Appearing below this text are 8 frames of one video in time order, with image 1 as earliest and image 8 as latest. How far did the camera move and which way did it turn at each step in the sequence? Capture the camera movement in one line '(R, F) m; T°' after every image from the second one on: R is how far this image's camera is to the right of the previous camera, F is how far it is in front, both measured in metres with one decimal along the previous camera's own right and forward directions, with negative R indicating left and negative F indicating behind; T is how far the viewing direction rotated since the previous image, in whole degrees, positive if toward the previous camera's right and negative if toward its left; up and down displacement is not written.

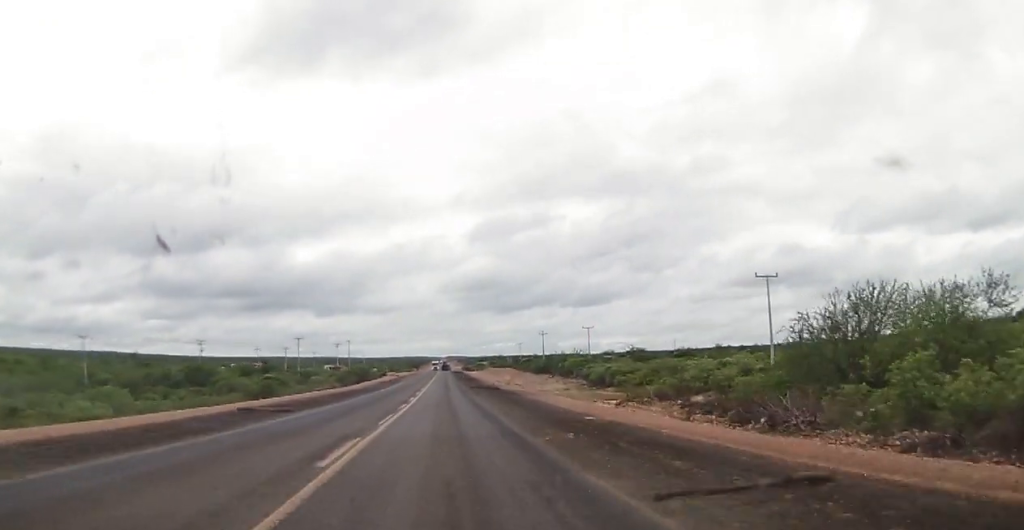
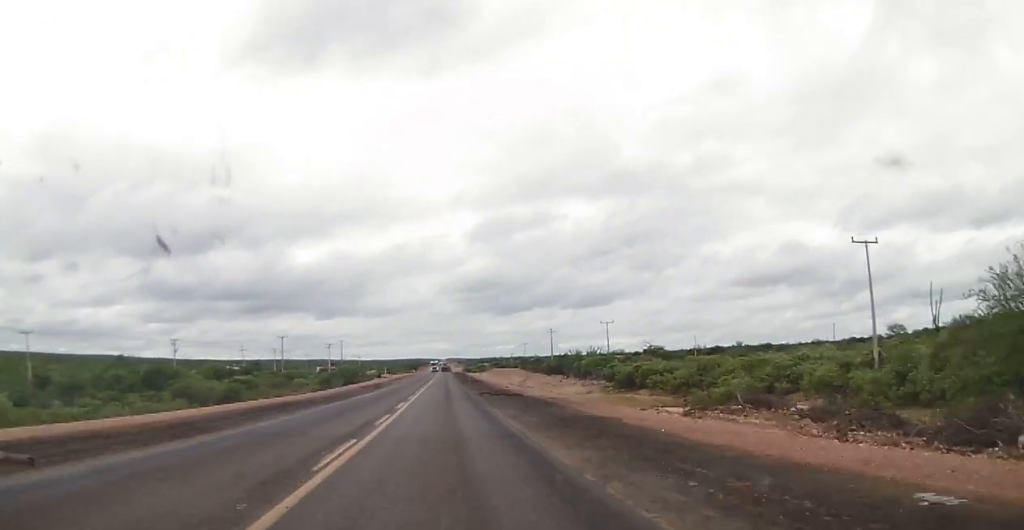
(0.0, +16.9) m; 0°
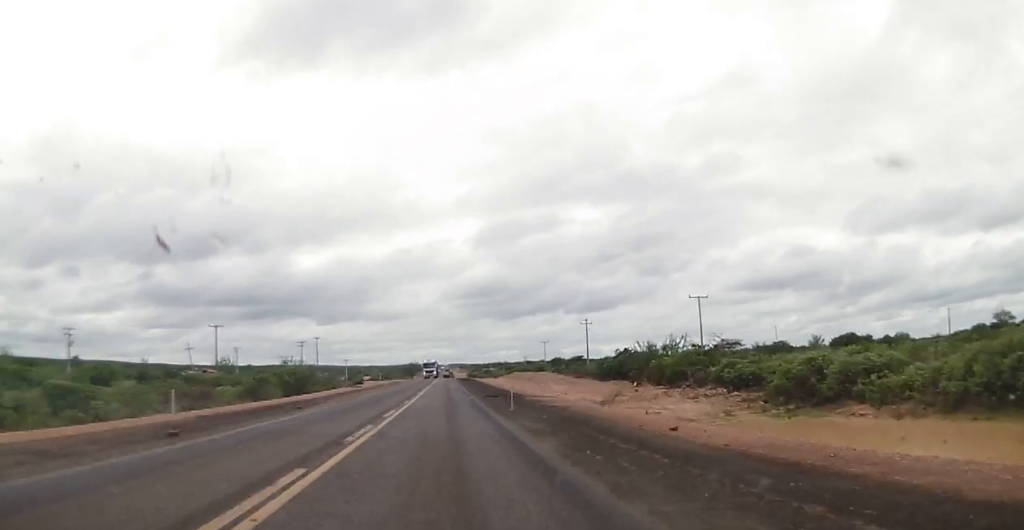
(0.0, +45.9) m; 0°
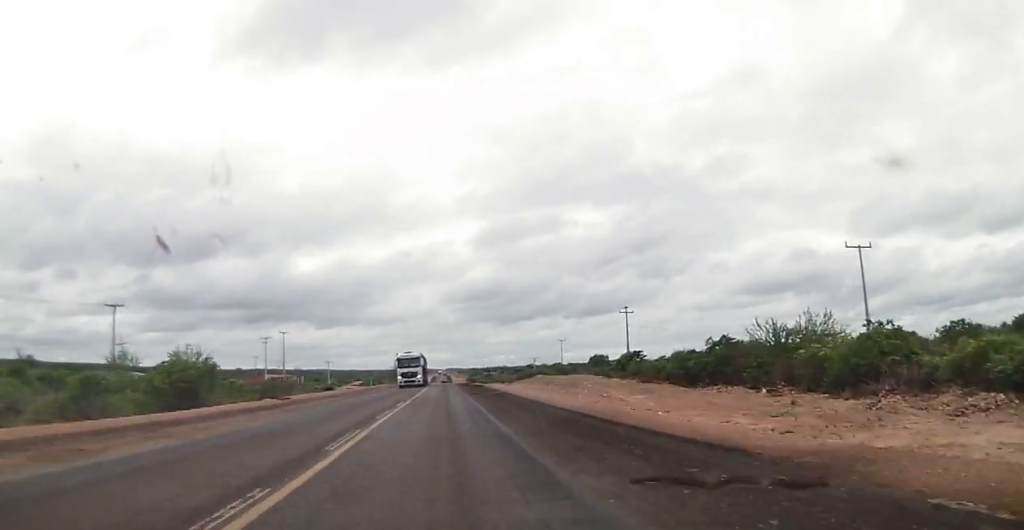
(-0.3, +34.4) m; -1°
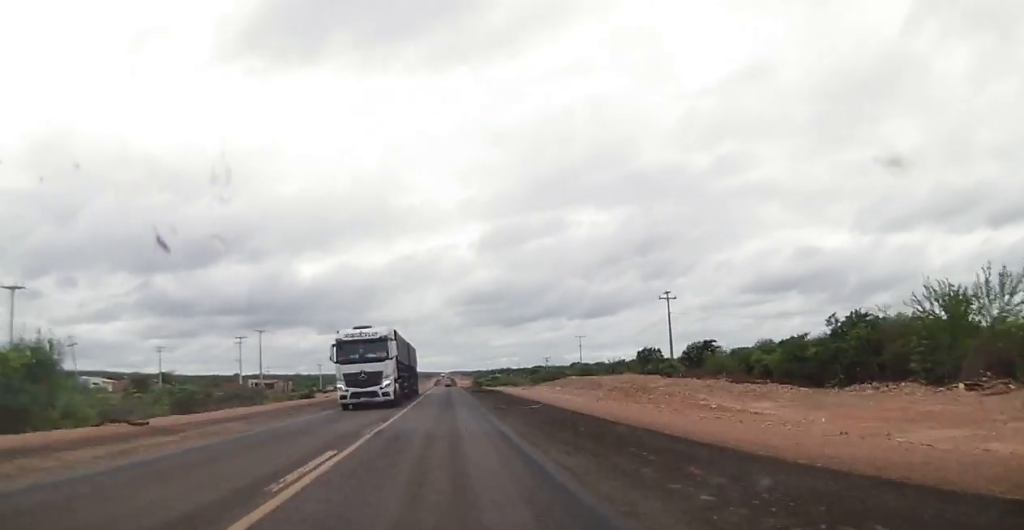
(-0.2, +20.4) m; 0°
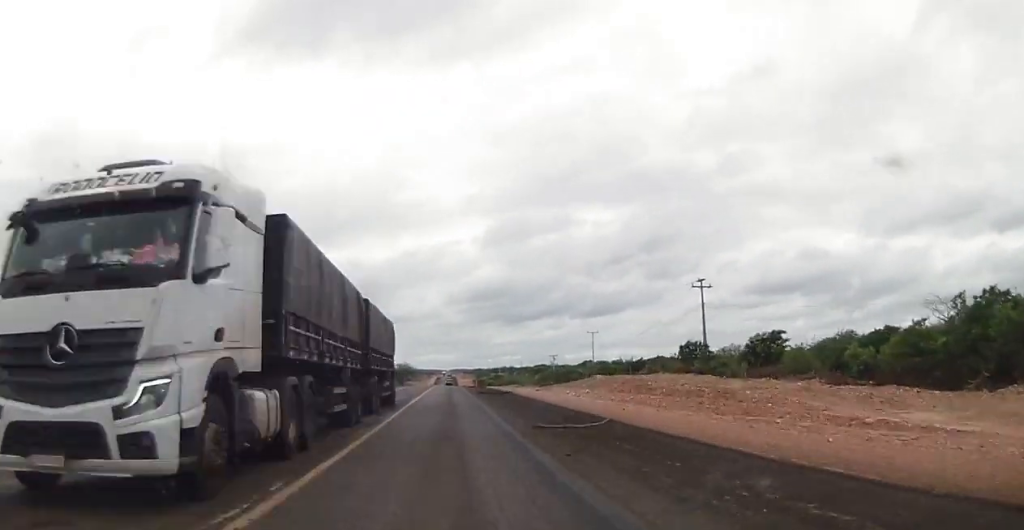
(+0.2, +12.0) m; 0°
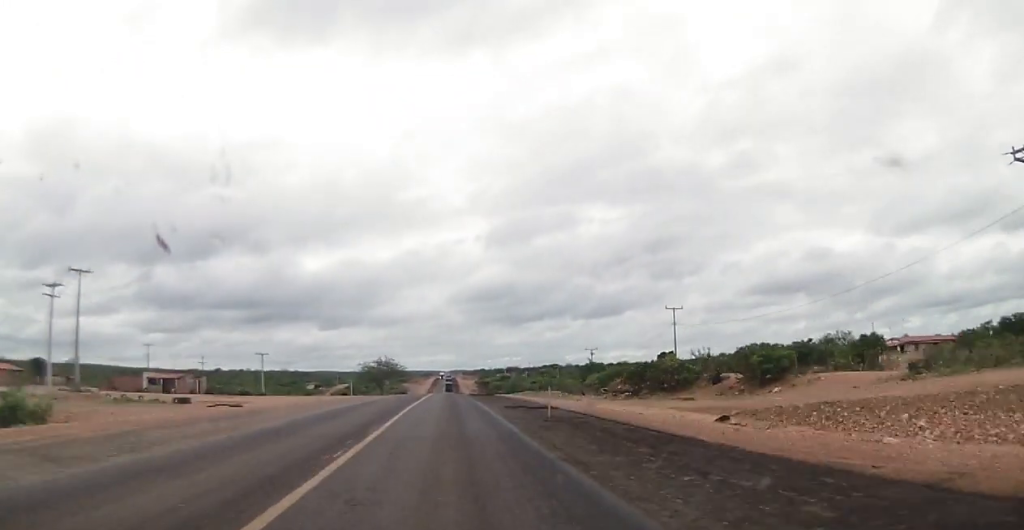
(+0.4, +52.5) m; +1°
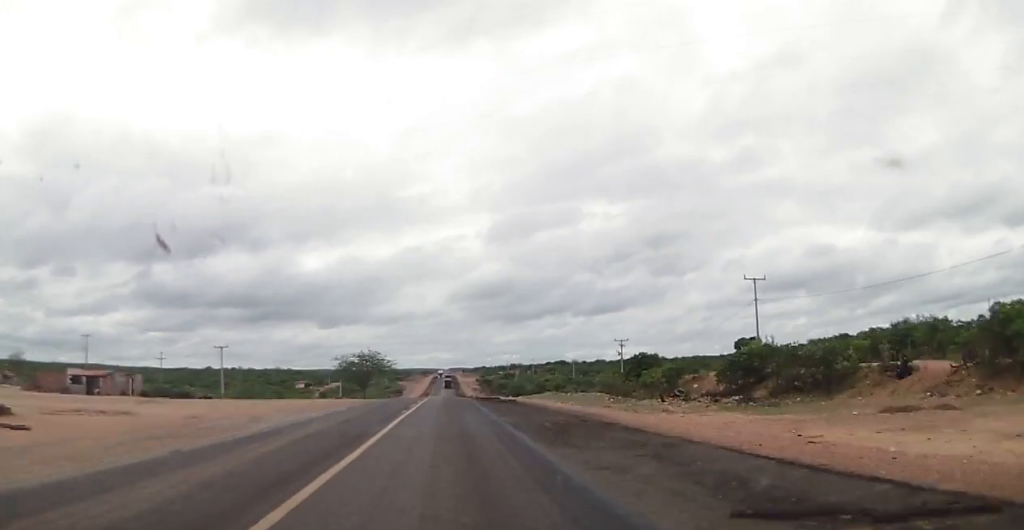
(+0.1, +25.6) m; 0°
